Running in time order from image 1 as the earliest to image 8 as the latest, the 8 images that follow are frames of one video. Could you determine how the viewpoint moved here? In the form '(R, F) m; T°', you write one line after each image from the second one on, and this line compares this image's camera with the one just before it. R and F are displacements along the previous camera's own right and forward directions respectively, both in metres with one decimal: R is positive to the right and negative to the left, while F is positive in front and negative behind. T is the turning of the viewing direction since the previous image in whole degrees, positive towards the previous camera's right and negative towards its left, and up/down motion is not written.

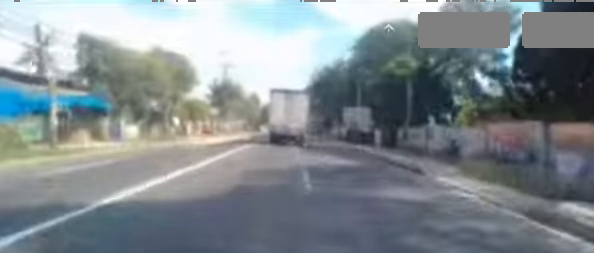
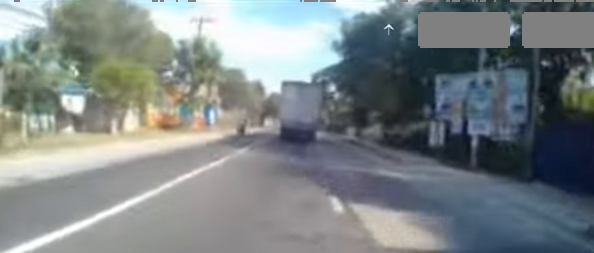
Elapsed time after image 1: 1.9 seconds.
(+0.3, +19.9) m; +1°
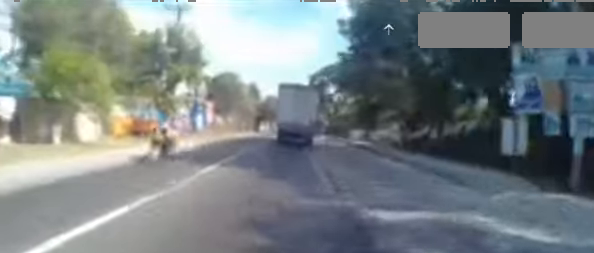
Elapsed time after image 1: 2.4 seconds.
(0.0, +5.1) m; 0°
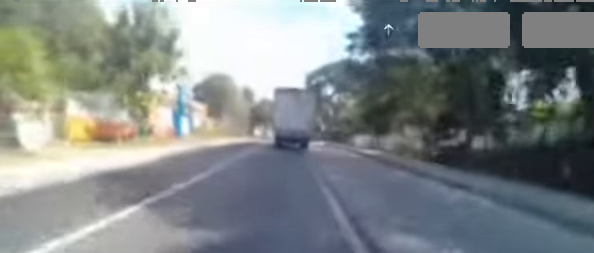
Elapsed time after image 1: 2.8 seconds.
(0.0, +4.2) m; -1°
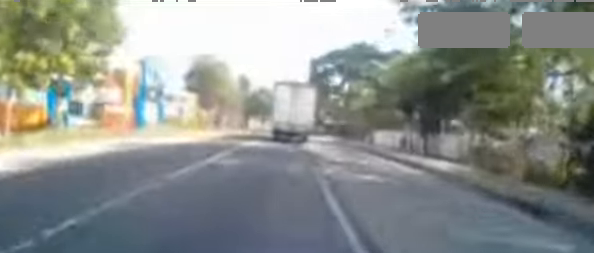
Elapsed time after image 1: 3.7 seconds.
(-0.1, +9.1) m; -1°
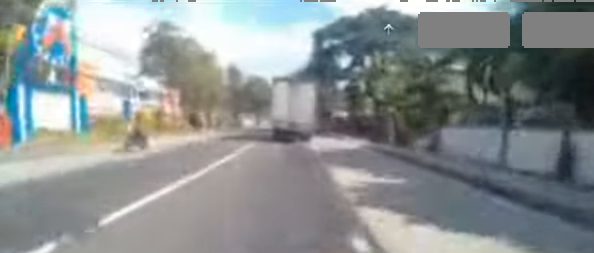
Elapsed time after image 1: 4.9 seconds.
(-0.1, +11.7) m; 0°
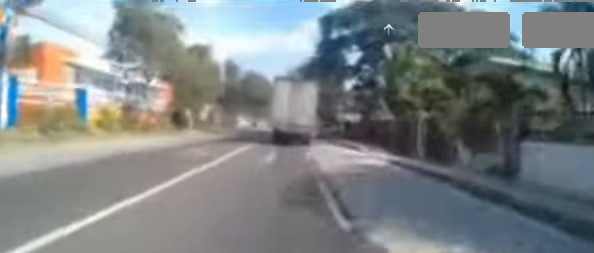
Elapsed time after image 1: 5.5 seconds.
(0.0, +5.6) m; +1°
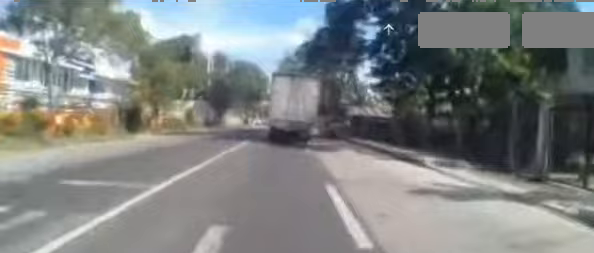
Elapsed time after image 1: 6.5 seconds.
(+0.2, +9.1) m; +2°
